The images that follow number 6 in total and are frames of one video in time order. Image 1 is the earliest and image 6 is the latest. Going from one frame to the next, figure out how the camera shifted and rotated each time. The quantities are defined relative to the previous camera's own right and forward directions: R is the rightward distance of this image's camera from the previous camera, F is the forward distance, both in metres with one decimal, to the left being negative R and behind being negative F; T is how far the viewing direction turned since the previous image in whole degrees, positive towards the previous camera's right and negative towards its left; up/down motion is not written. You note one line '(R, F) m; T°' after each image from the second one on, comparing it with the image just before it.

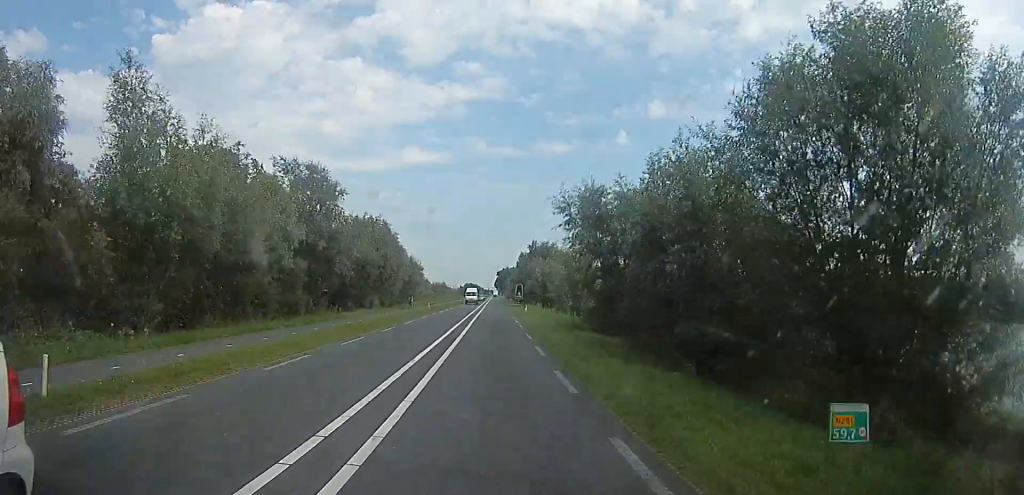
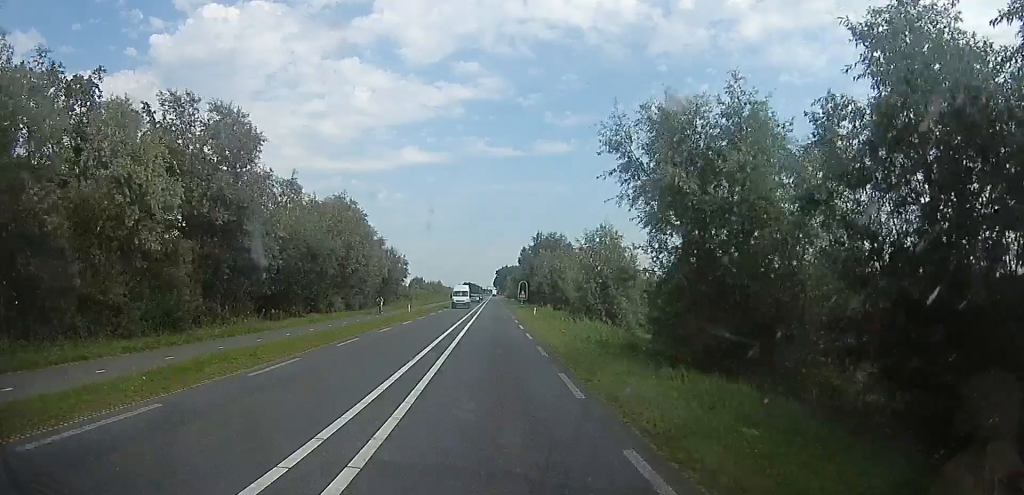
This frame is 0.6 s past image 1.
(-0.5, +12.7) m; -2°
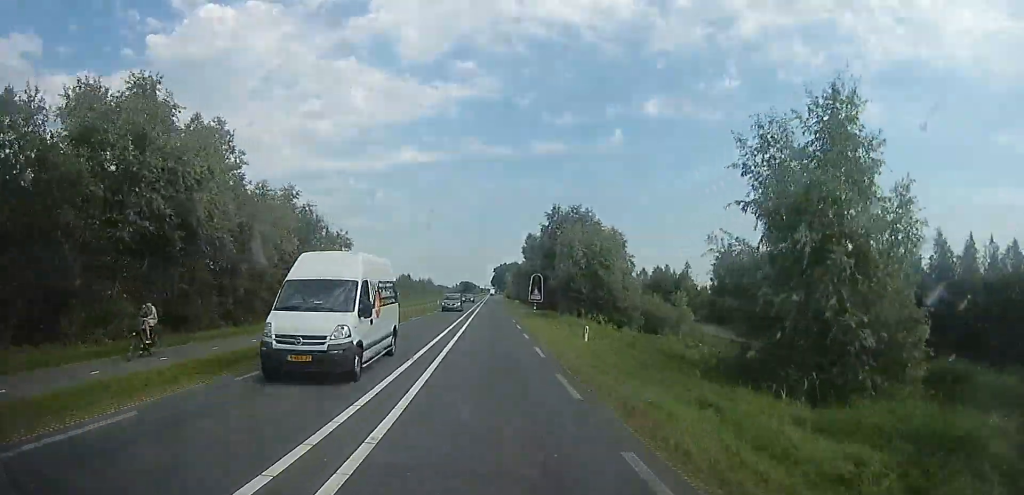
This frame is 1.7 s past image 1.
(+0.4, +24.5) m; +4°
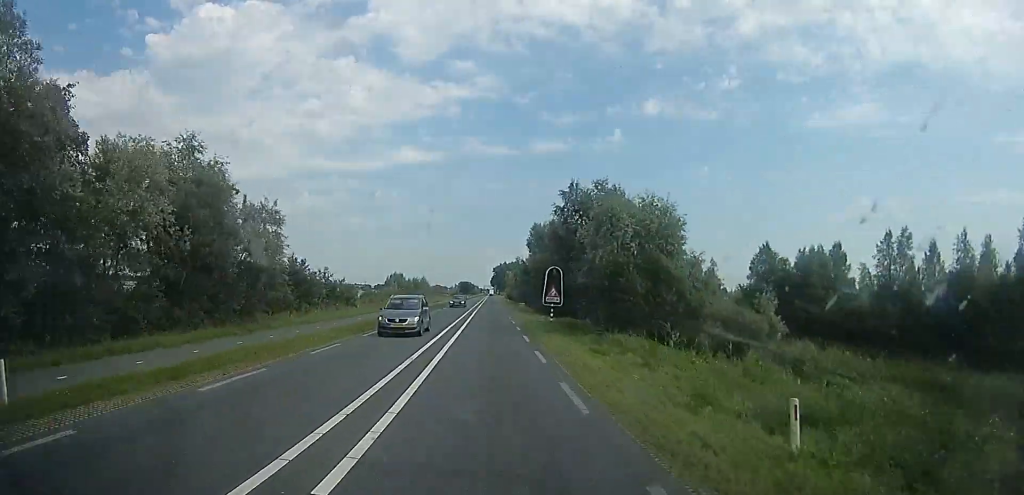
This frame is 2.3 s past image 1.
(+0.8, +13.1) m; 0°
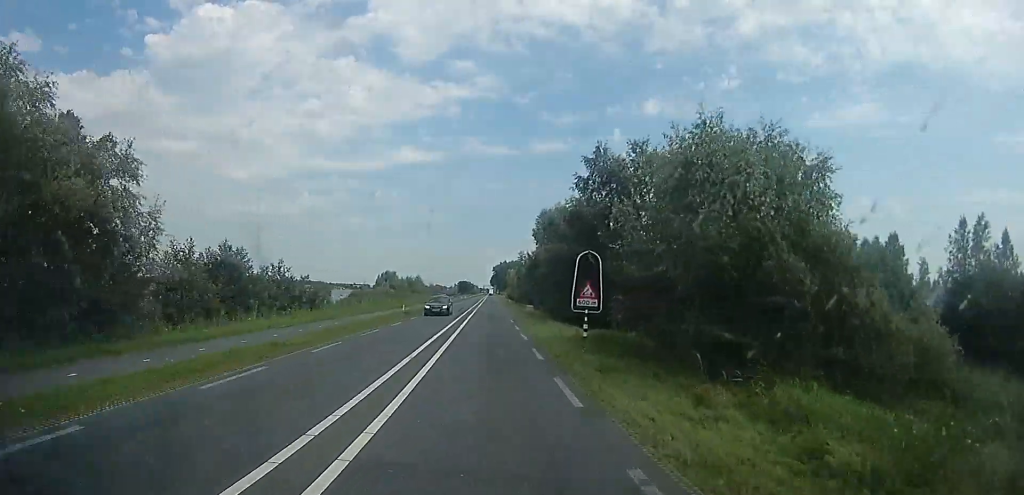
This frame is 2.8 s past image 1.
(+0.1, +11.7) m; -1°
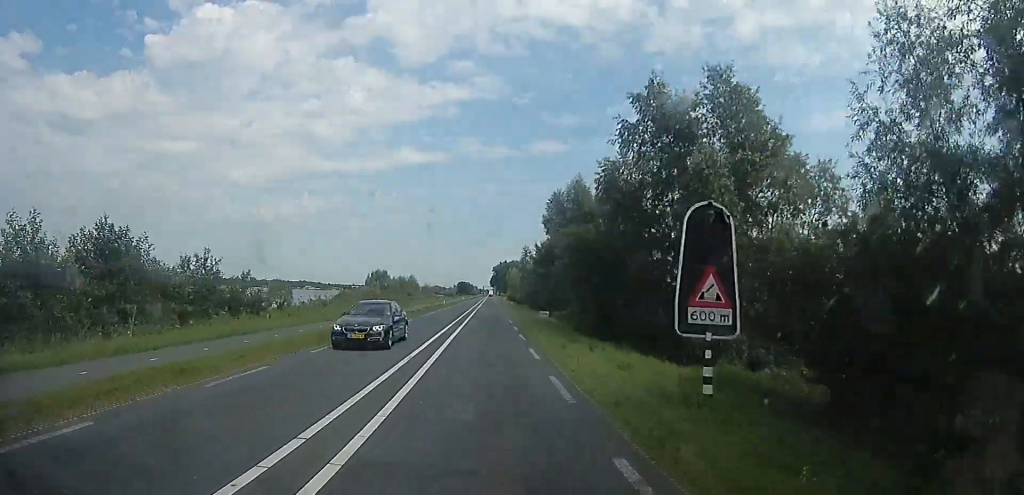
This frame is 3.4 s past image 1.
(-0.6, +11.7) m; -2°
